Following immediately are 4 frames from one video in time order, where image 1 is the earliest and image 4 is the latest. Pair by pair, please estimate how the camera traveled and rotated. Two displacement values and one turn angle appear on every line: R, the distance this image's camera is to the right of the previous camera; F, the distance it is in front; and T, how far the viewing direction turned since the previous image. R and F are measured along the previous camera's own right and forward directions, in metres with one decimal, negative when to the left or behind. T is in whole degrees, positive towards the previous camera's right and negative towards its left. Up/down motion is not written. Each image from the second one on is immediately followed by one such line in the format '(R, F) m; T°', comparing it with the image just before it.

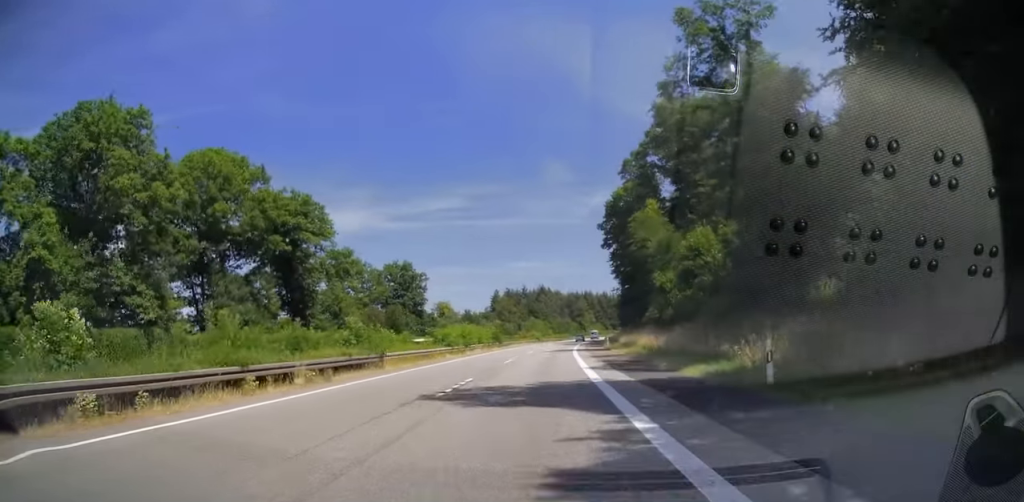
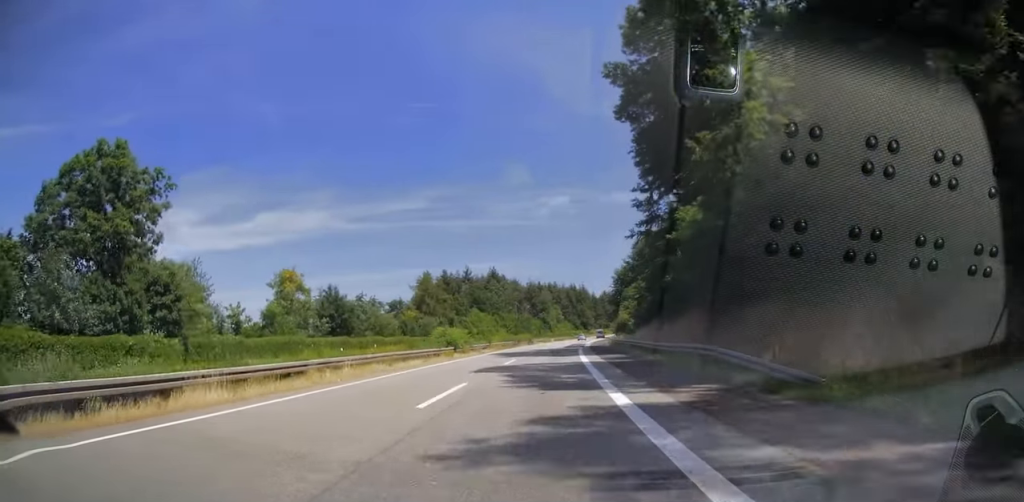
(+2.5, +73.9) m; +3°
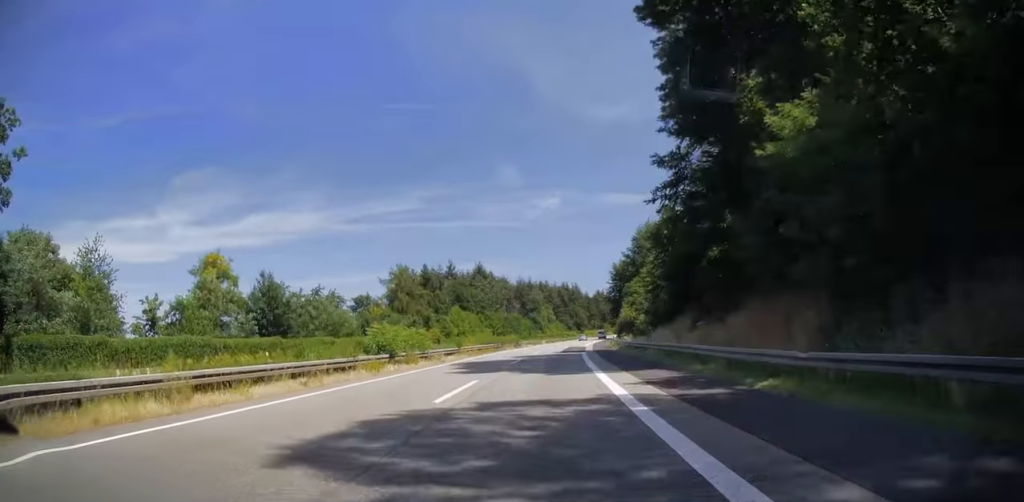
(+0.1, +16.8) m; +1°
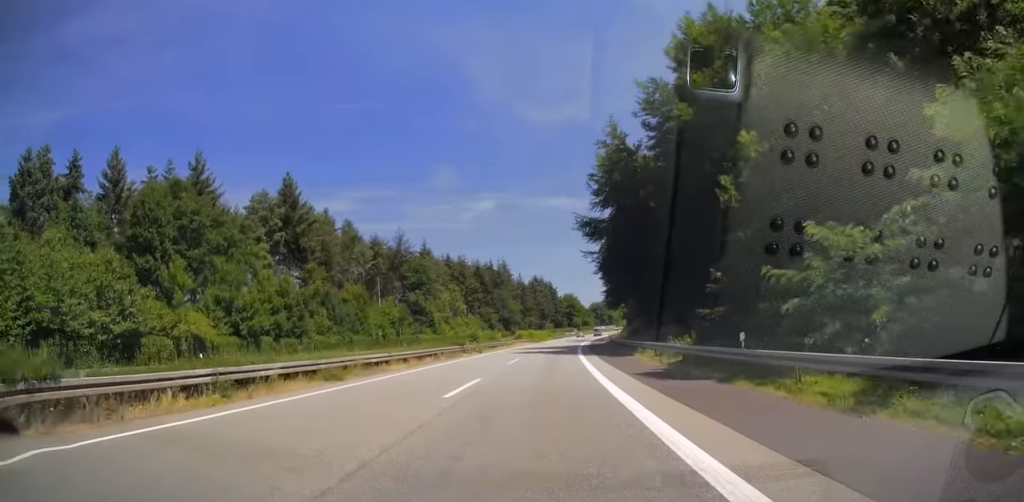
(+6.6, +106.3) m; +6°
